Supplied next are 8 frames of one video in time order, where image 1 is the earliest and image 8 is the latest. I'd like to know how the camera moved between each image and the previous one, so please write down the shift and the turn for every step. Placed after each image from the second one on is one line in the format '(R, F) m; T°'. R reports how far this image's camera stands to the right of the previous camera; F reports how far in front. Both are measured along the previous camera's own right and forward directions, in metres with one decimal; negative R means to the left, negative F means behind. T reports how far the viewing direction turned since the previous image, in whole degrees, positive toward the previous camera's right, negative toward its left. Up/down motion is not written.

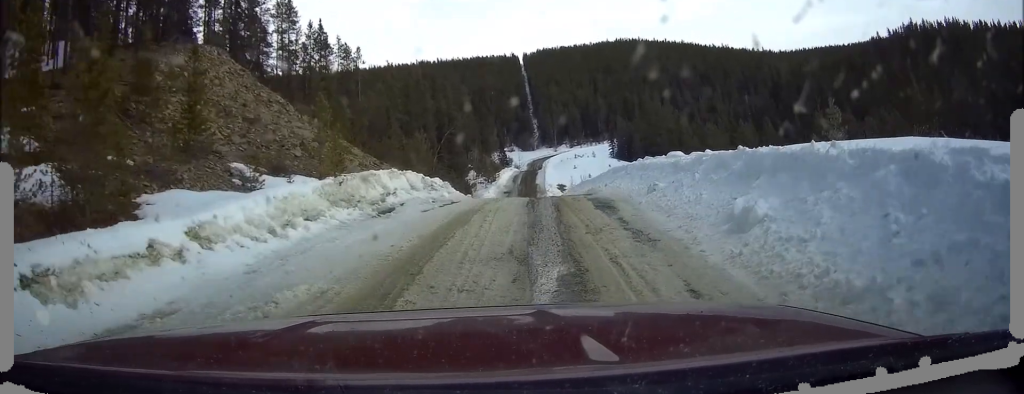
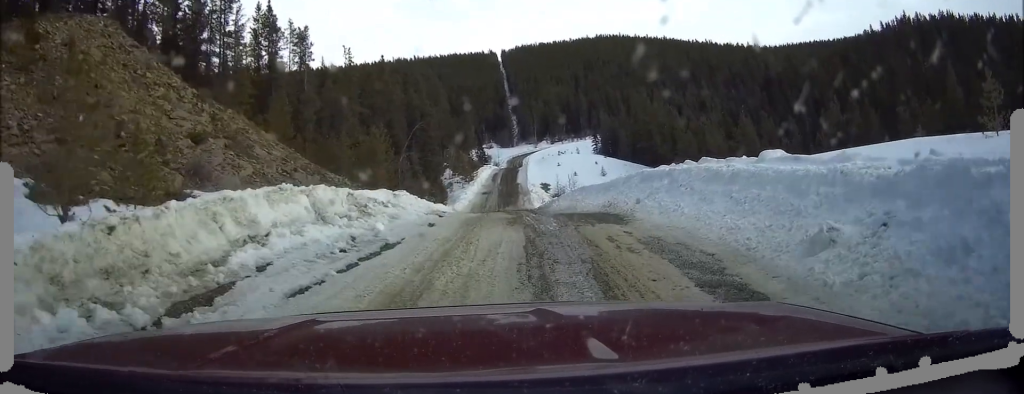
(+0.6, +9.0) m; +3°
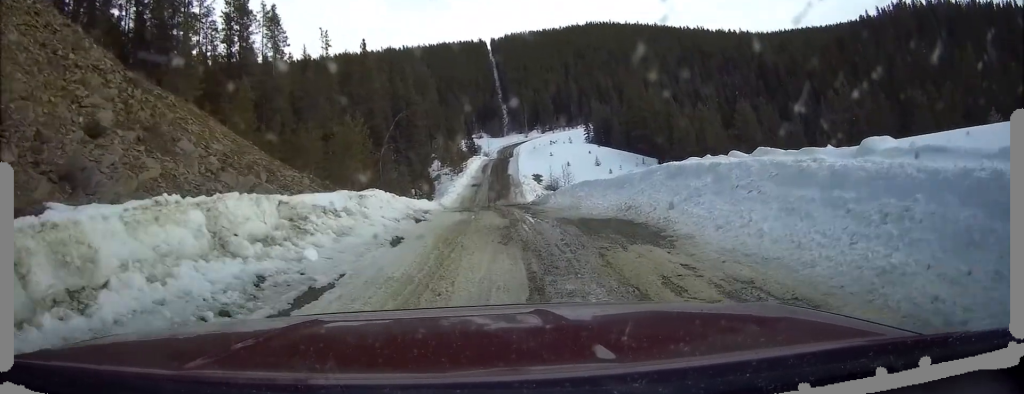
(+0.1, +4.1) m; -2°
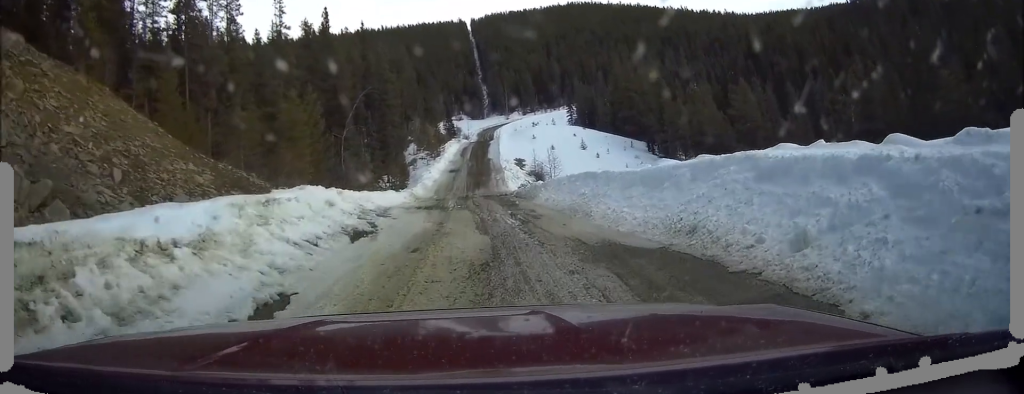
(-0.6, +6.6) m; -5°
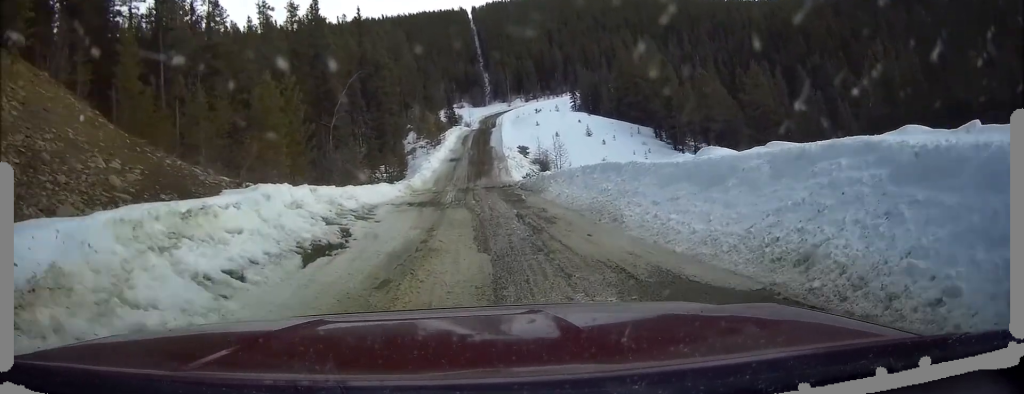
(-0.1, +3.7) m; +1°
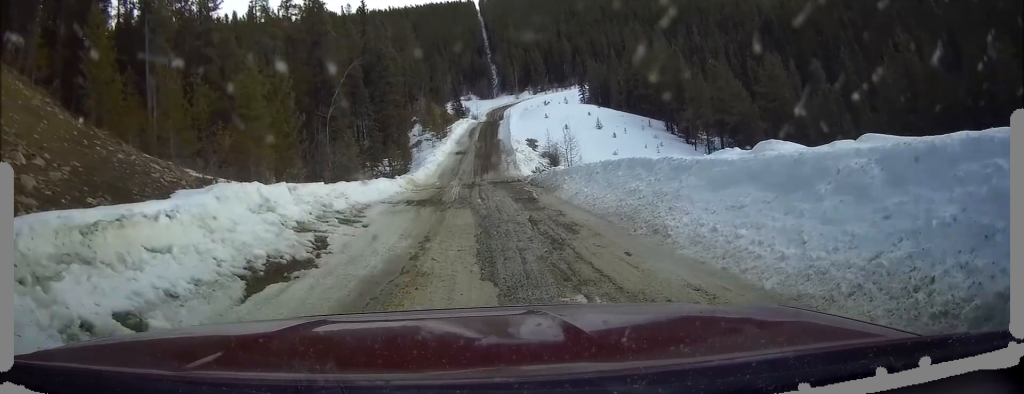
(0.0, +2.7) m; +1°
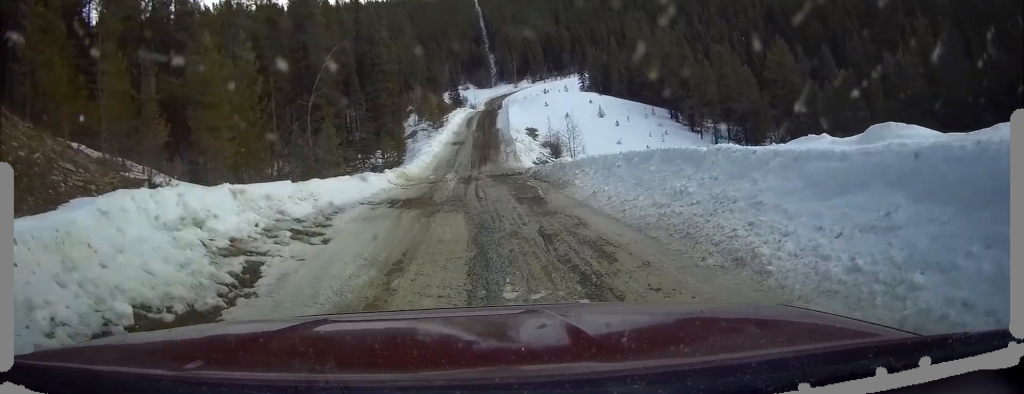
(0.0, +3.6) m; +2°
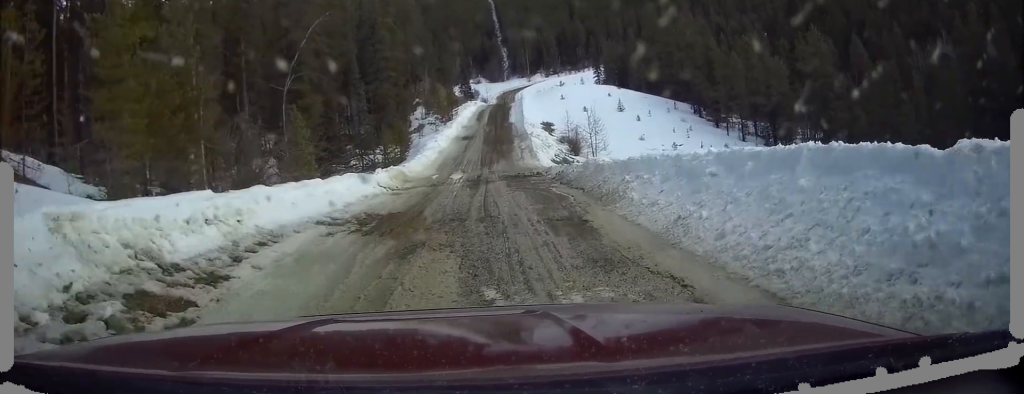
(+0.1, +6.0) m; +2°
